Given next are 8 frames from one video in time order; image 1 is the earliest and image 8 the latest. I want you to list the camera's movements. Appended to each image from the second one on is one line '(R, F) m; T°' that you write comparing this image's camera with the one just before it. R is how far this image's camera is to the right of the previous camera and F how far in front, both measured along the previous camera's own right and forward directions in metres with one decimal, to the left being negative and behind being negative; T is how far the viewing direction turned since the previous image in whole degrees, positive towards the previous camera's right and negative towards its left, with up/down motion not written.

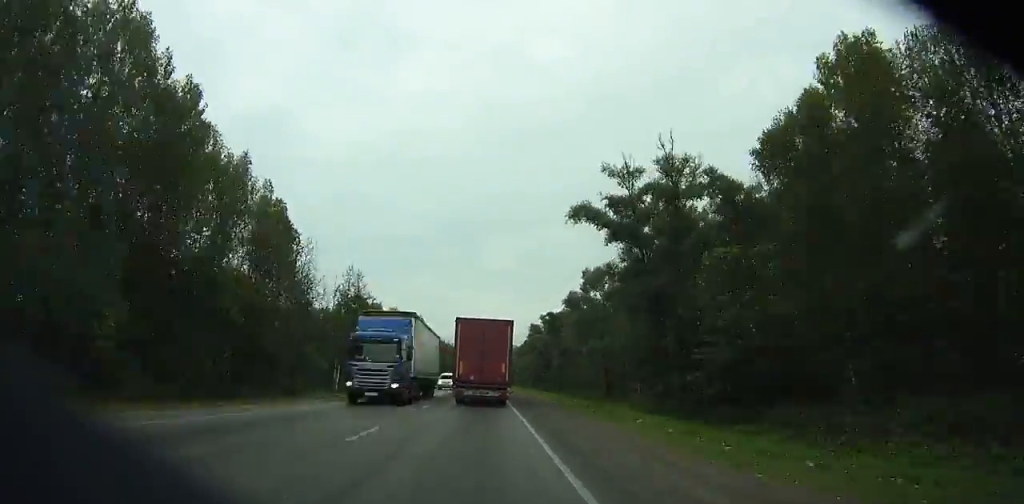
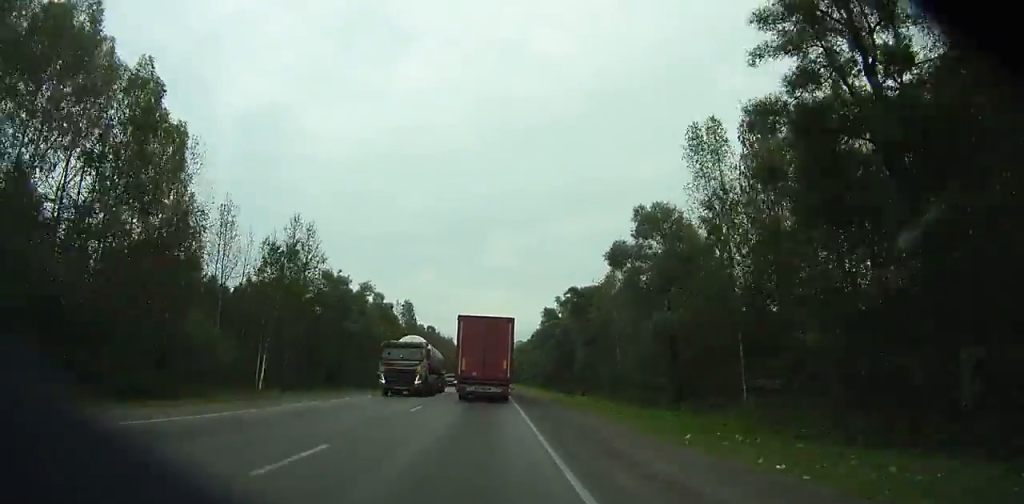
(0.0, +27.7) m; 0°
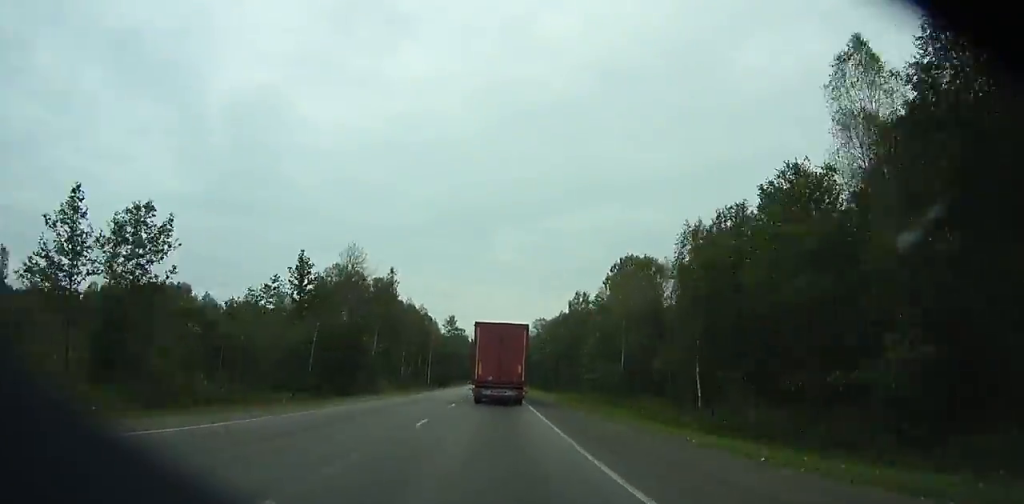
(-0.7, +148.4) m; 0°
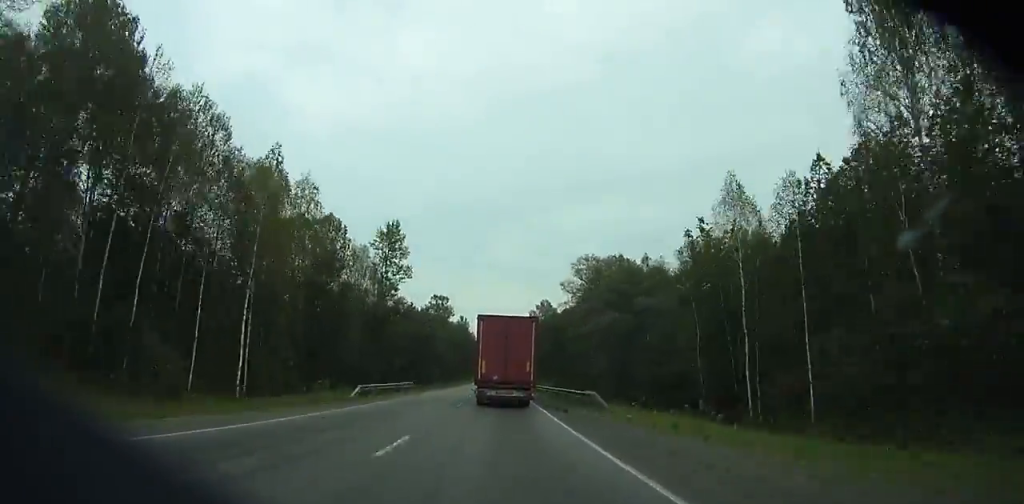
(+0.3, +126.1) m; 0°
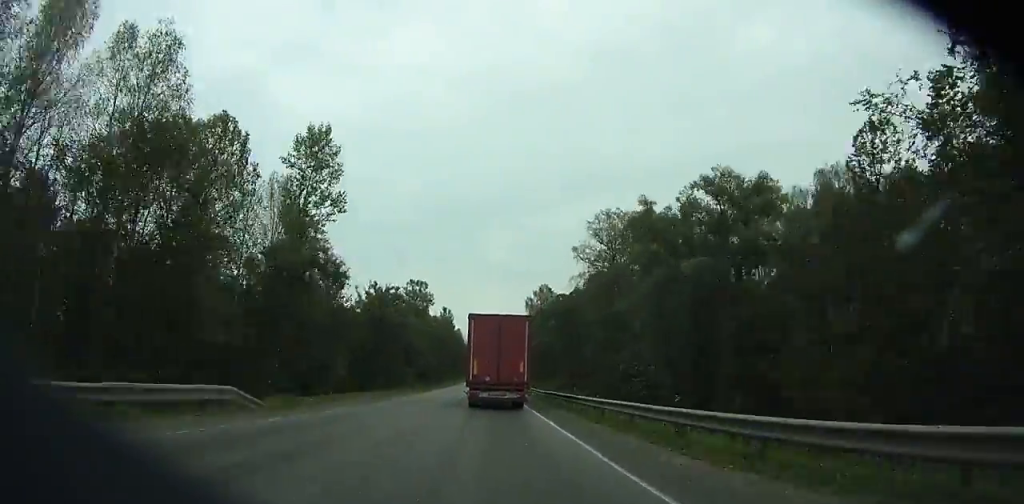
(-0.1, +35.0) m; 0°
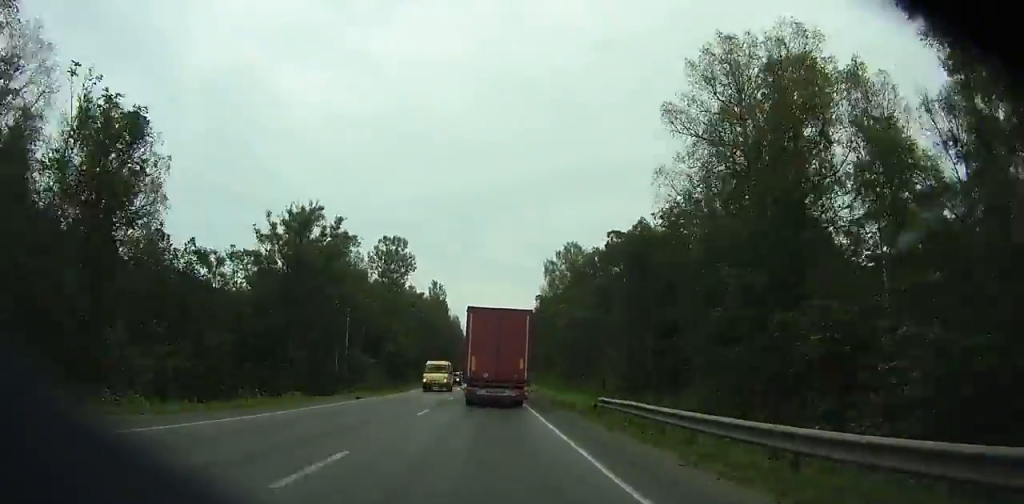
(+0.2, +48.8) m; +6°
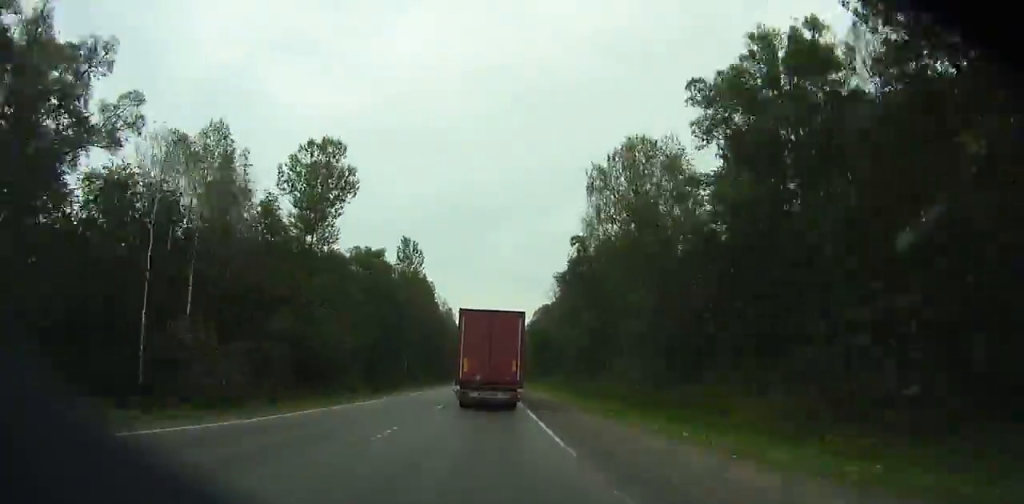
(+4.7, +54.5) m; -2°
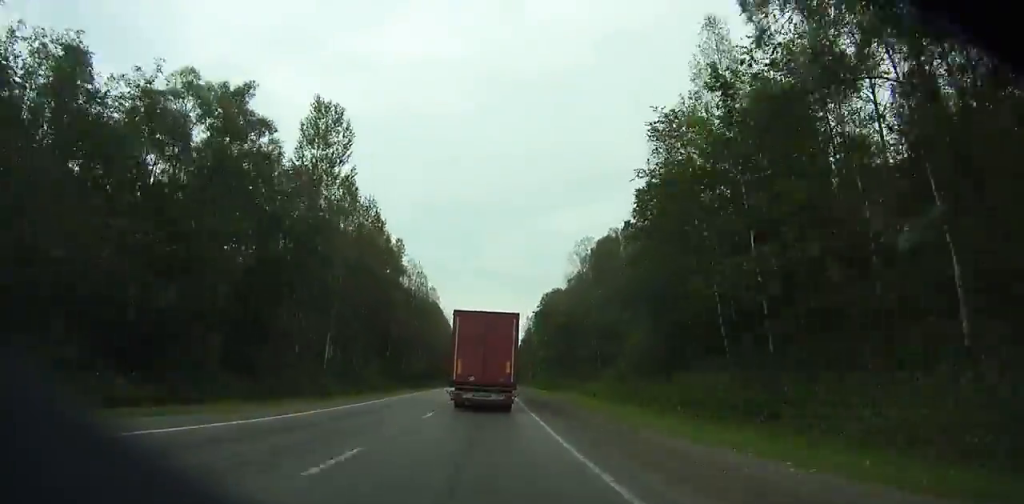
(-0.4, +50.5) m; -7°
